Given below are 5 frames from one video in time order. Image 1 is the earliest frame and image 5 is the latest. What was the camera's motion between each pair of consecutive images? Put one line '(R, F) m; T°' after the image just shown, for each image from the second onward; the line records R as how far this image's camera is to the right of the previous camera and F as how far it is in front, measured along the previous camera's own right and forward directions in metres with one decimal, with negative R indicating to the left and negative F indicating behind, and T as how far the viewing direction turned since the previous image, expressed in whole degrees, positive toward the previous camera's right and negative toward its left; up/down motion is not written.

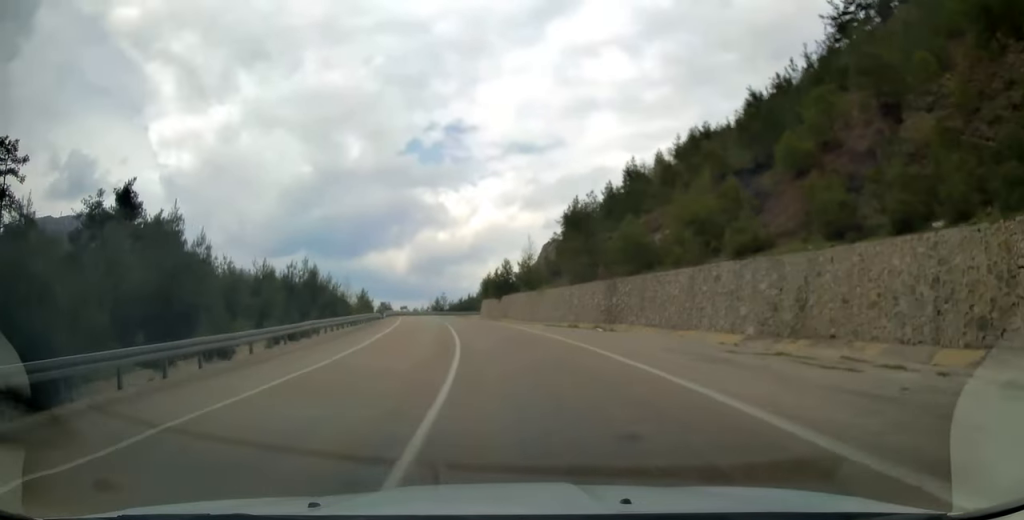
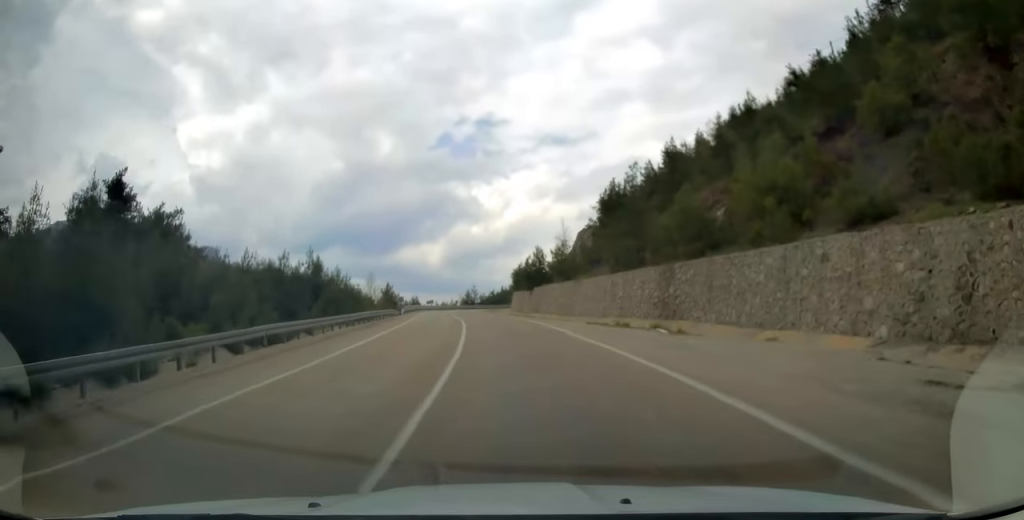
(-0.1, +7.5) m; -3°
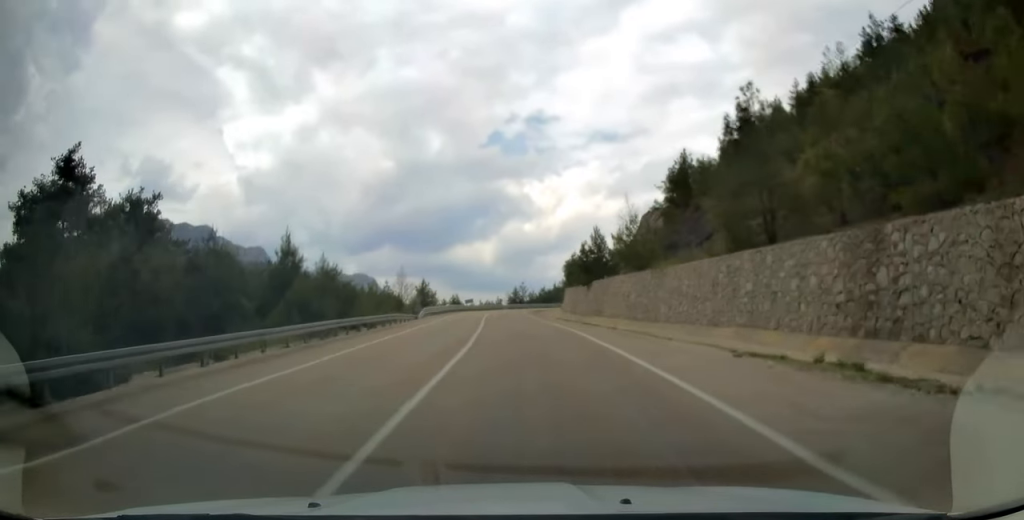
(-1.0, +15.6) m; -6°
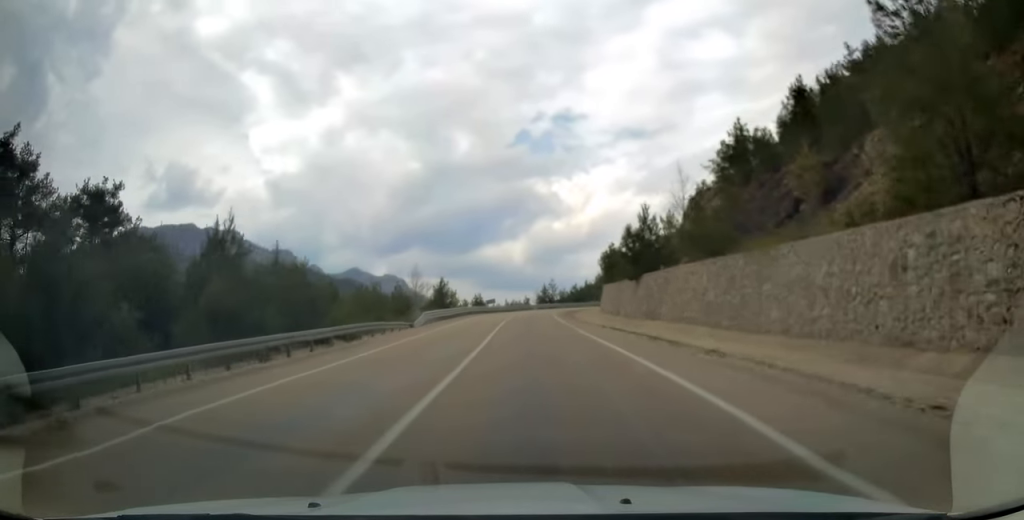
(-0.4, +11.9) m; -3°
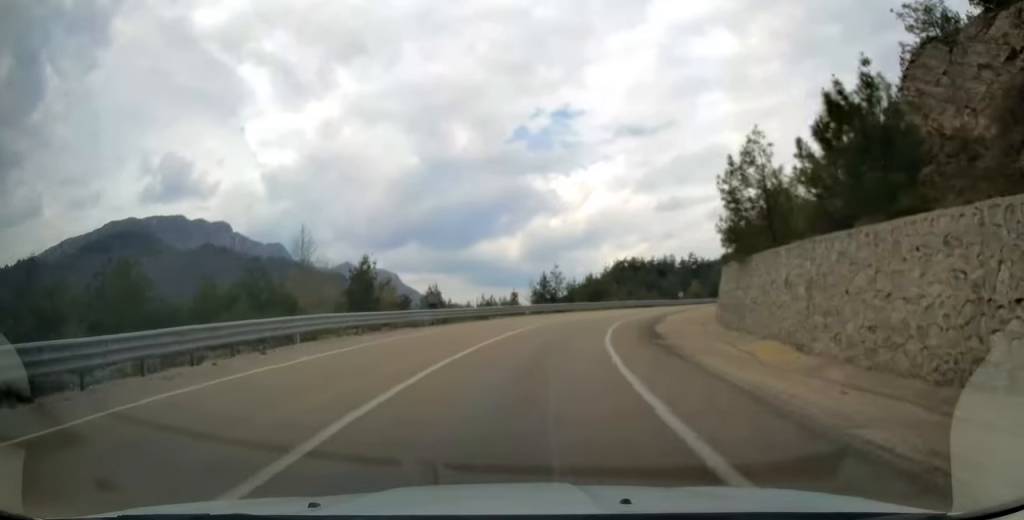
(-0.2, +45.8) m; +3°
